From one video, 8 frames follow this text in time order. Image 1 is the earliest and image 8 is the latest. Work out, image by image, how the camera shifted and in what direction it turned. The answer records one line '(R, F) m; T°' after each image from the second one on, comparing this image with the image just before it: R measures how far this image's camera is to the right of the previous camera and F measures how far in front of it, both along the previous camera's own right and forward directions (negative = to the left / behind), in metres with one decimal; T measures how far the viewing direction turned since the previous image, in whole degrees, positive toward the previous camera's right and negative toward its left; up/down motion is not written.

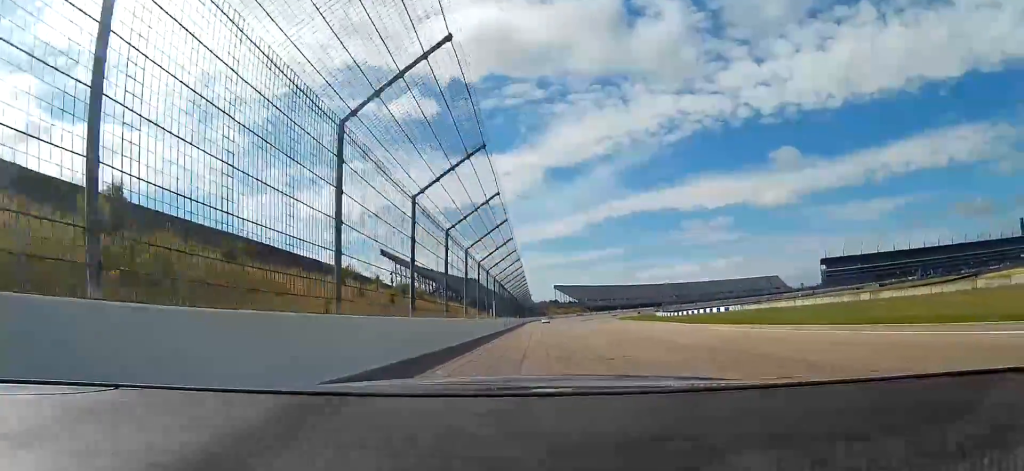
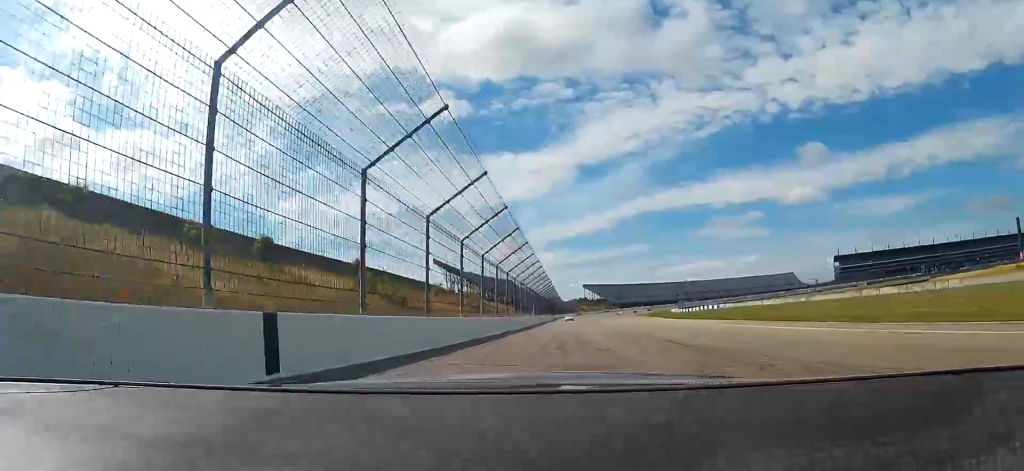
(-0.7, +35.0) m; -5°
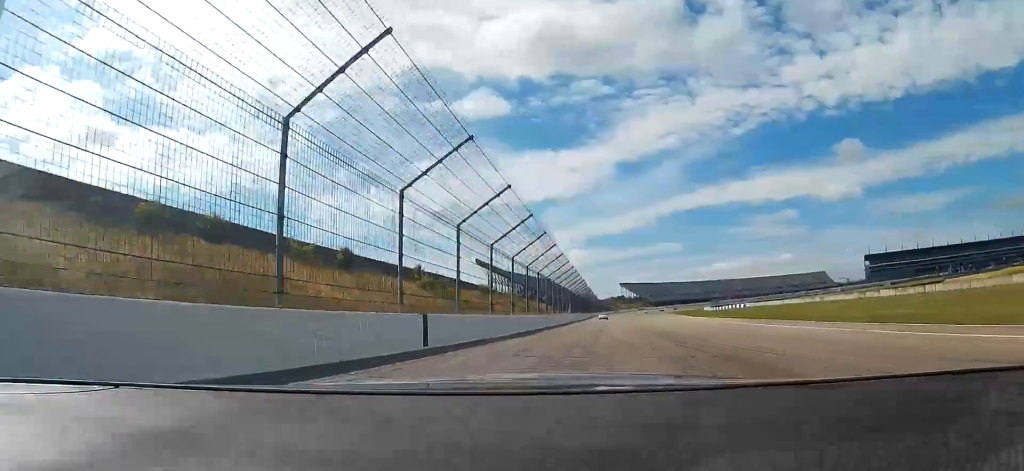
(-0.6, +9.8) m; -6°
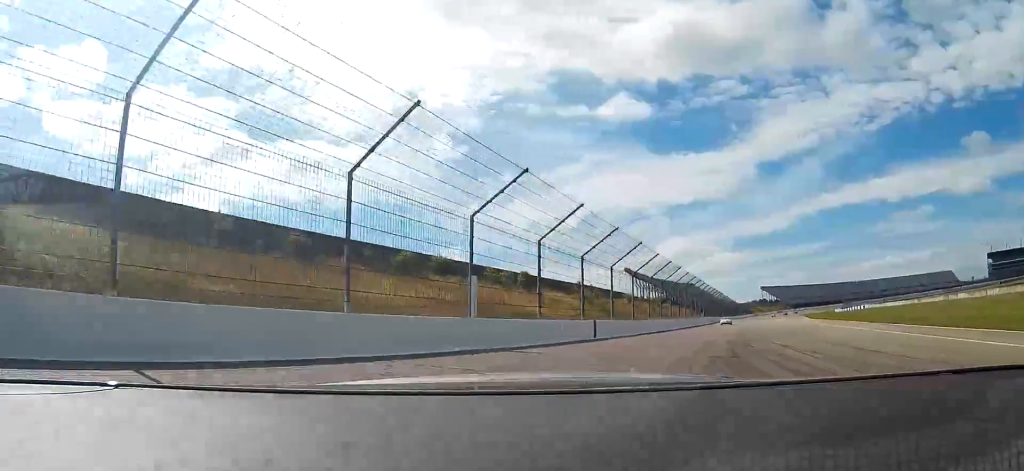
(-1.8, +17.4) m; -17°
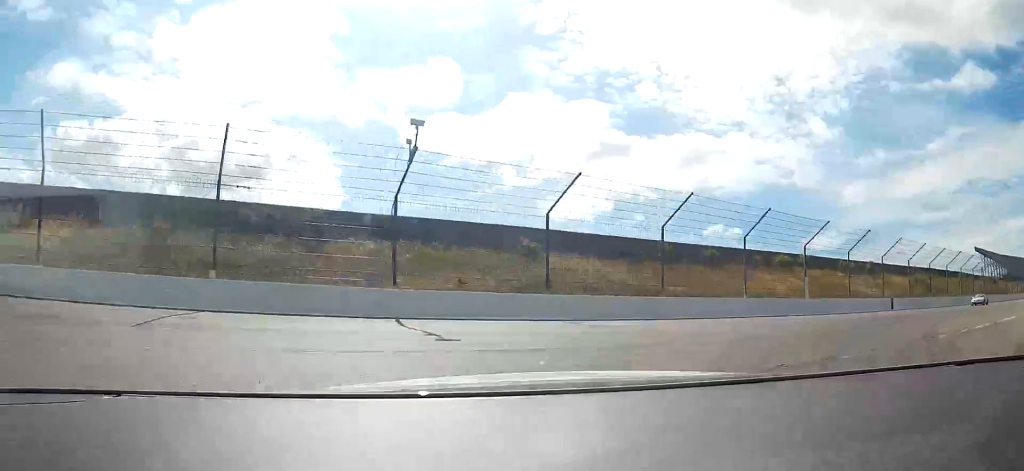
(-5.8, +20.6) m; -37°
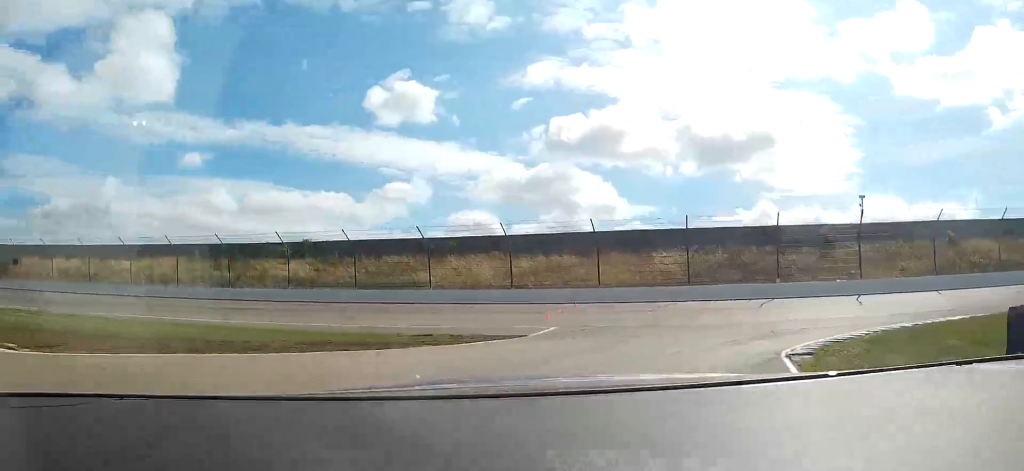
(-11.6, +22.4) m; -53°
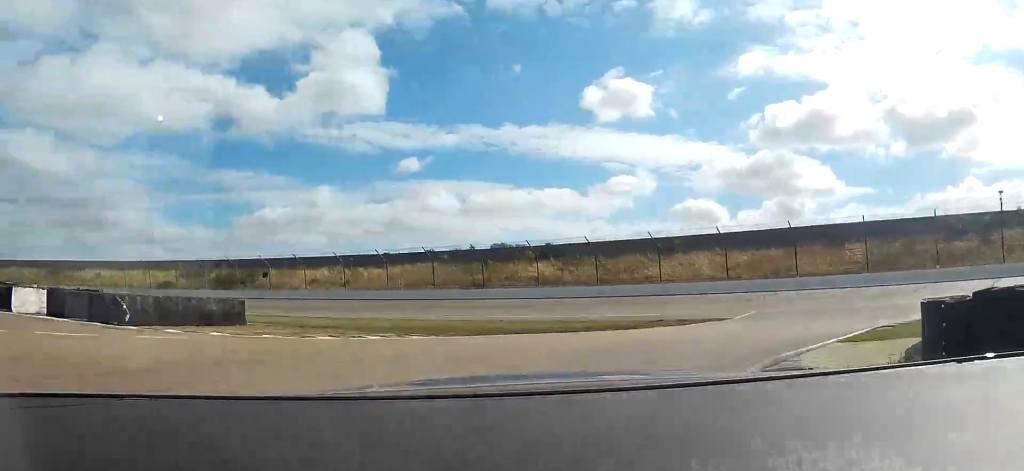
(-1.3, +10.2) m; -19°
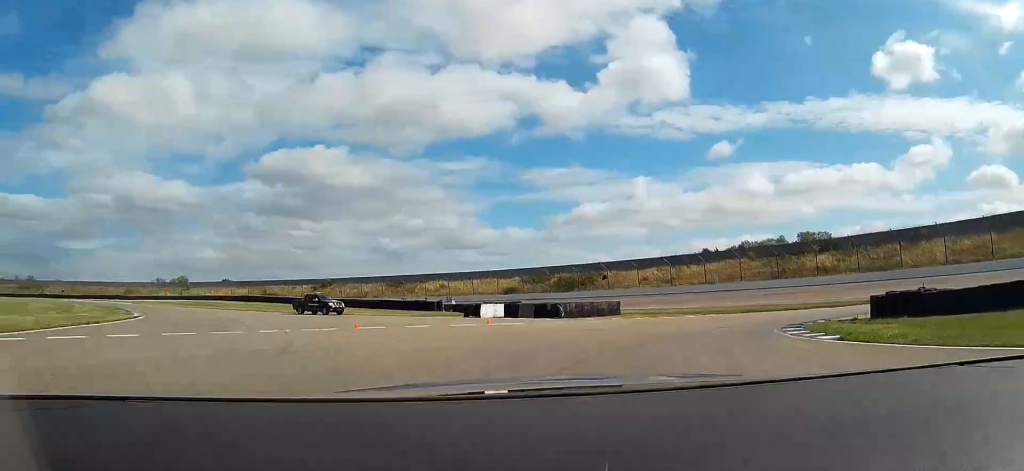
(-5.9, +20.6) m; -25°
